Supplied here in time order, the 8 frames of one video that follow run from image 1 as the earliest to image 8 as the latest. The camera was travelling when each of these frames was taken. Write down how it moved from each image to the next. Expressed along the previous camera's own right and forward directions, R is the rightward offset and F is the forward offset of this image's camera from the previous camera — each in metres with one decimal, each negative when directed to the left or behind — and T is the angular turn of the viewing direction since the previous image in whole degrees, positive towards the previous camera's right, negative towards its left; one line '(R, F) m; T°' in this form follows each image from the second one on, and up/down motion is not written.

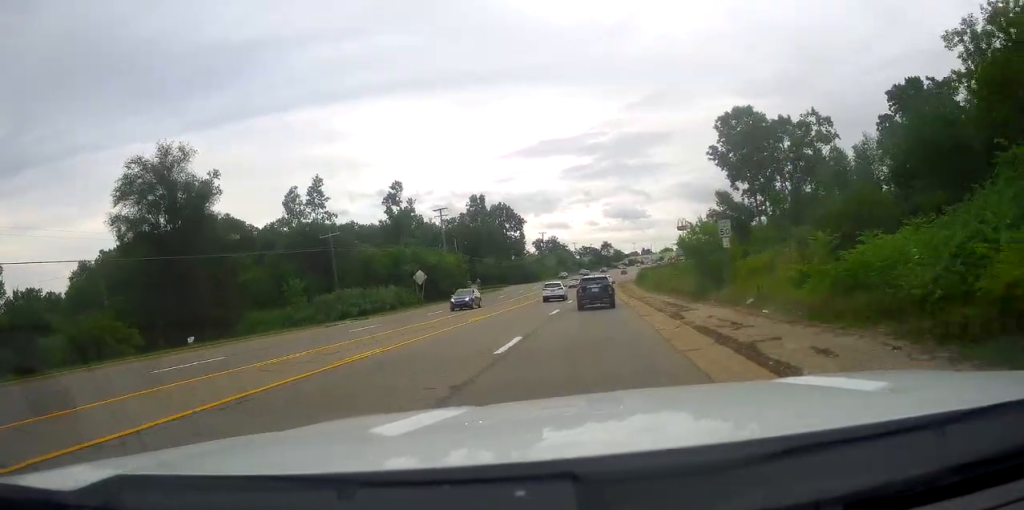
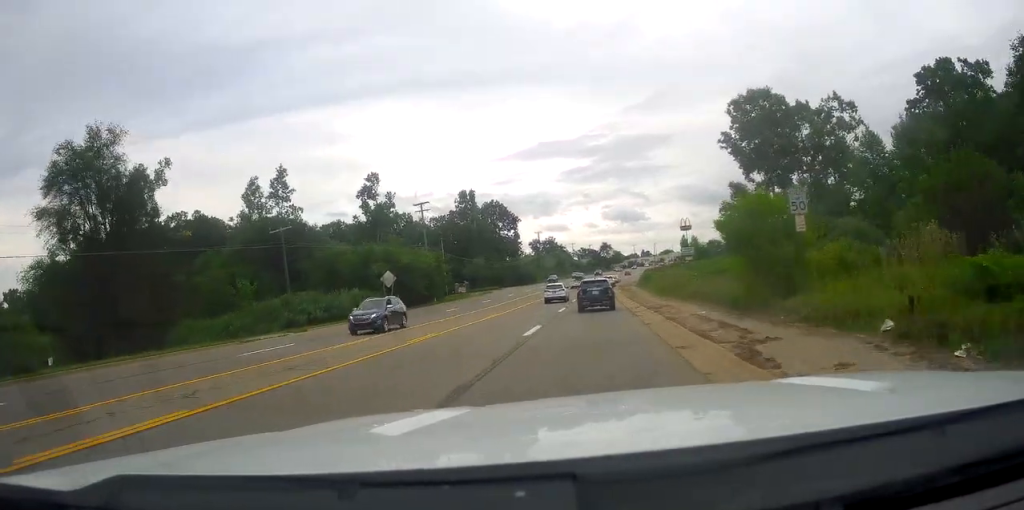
(-0.5, +10.0) m; 0°
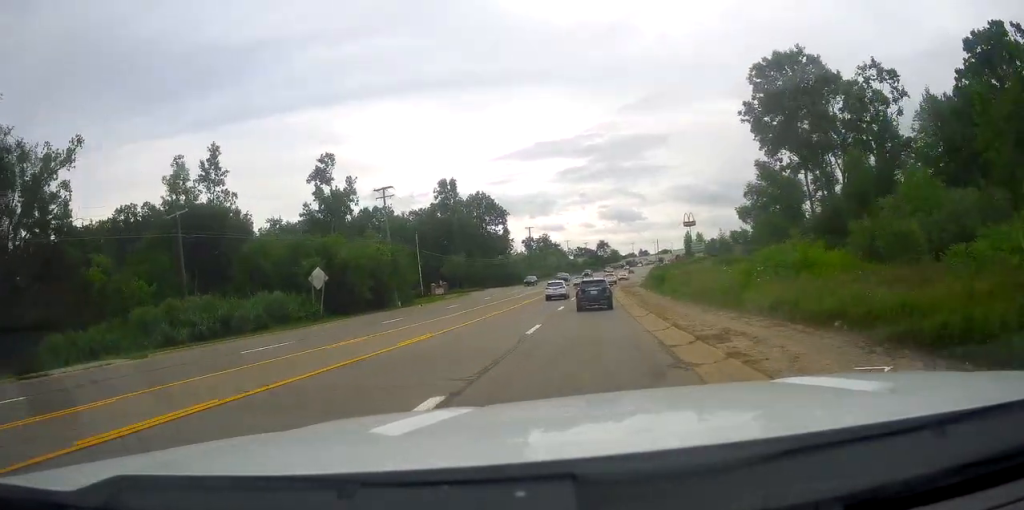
(0.0, +14.6) m; +1°
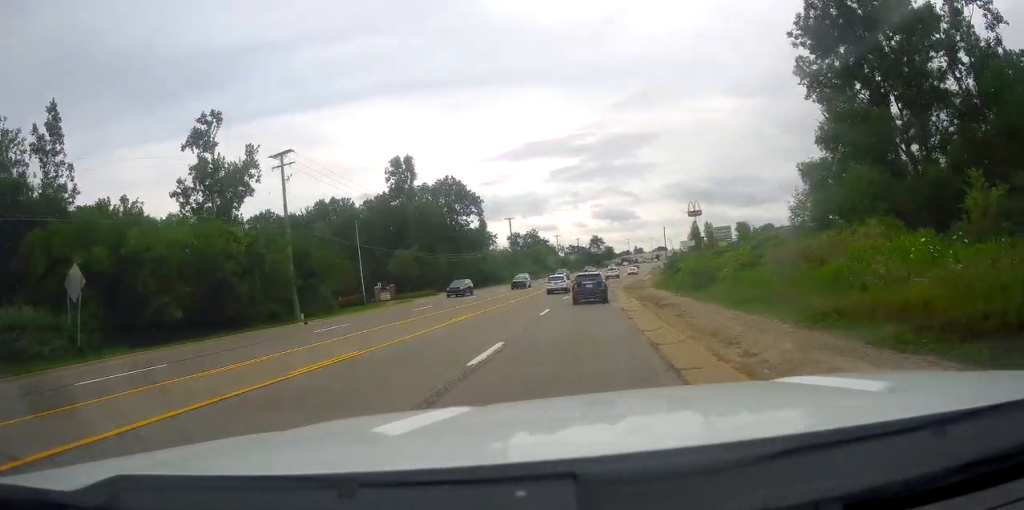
(+0.7, +23.7) m; +2°
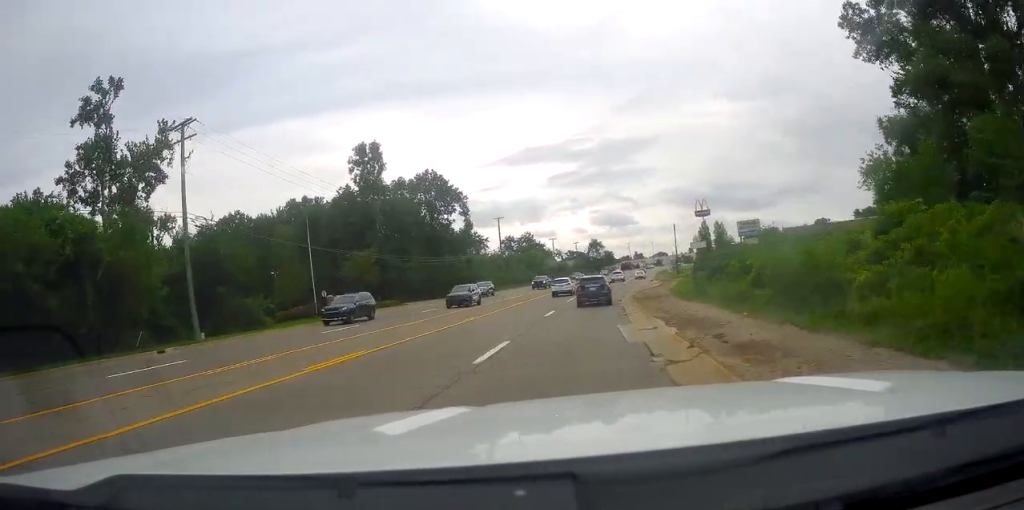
(-0.1, +14.1) m; 0°
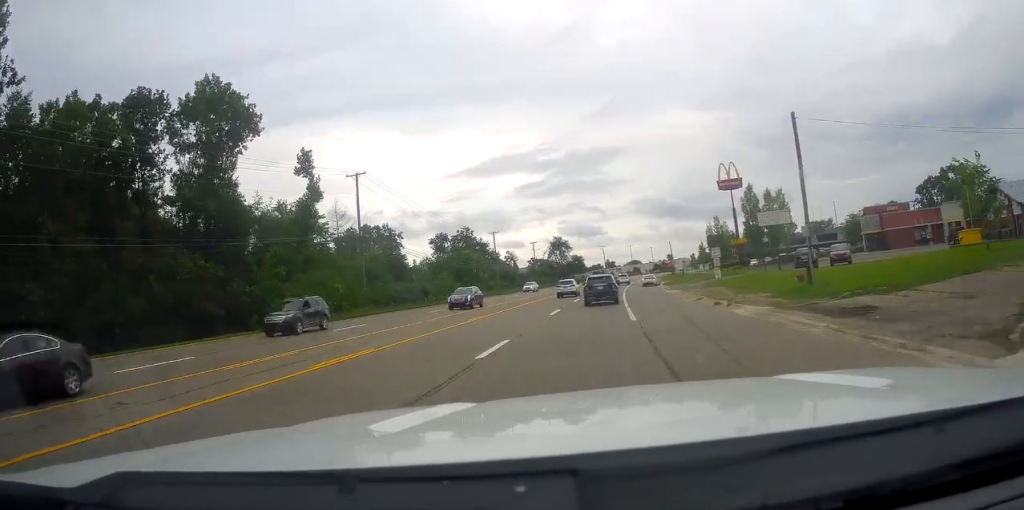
(+0.5, +59.3) m; +2°
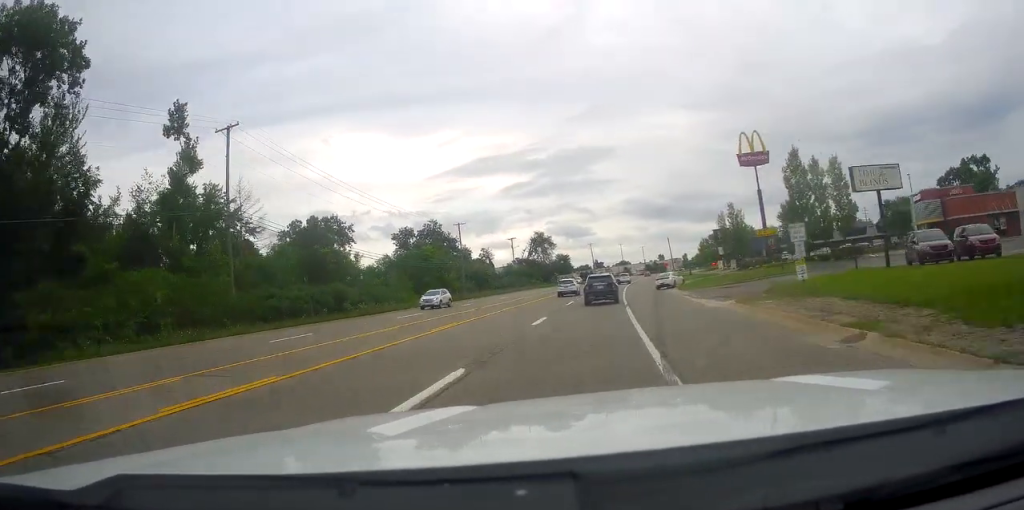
(+0.3, +21.0) m; +1°
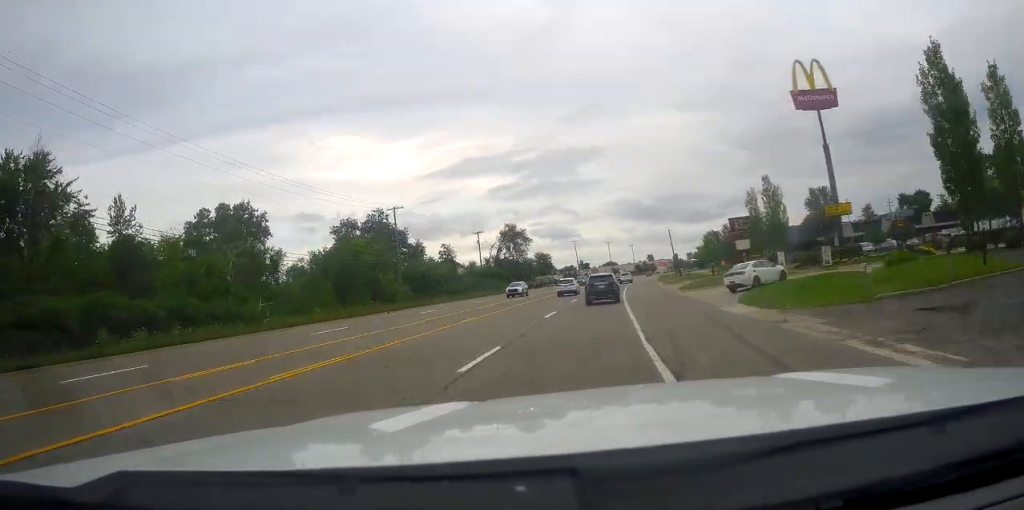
(+0.1, +26.6) m; +2°
